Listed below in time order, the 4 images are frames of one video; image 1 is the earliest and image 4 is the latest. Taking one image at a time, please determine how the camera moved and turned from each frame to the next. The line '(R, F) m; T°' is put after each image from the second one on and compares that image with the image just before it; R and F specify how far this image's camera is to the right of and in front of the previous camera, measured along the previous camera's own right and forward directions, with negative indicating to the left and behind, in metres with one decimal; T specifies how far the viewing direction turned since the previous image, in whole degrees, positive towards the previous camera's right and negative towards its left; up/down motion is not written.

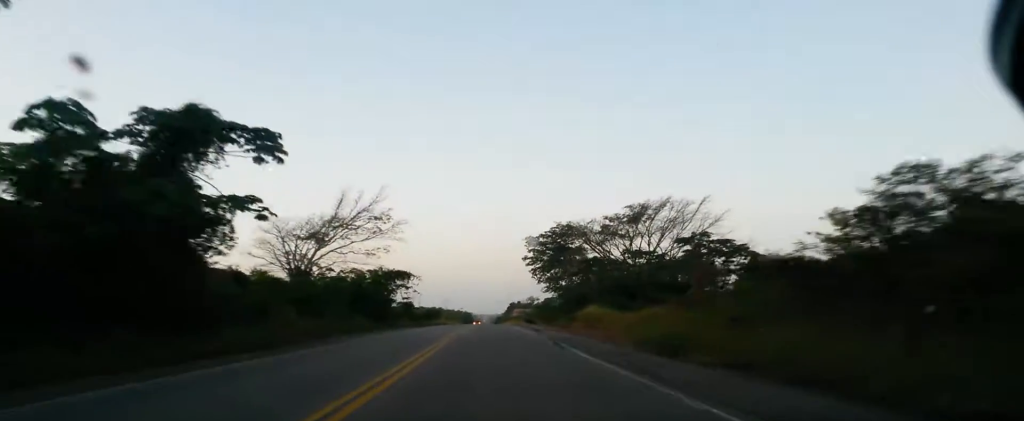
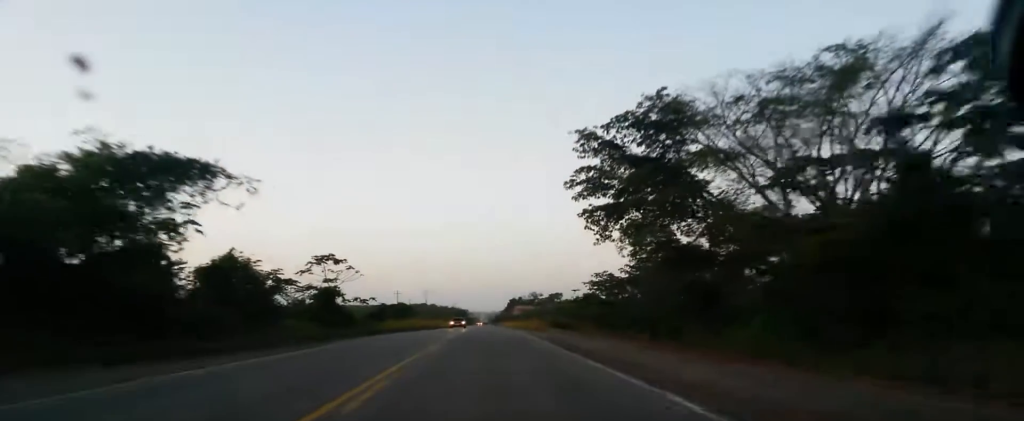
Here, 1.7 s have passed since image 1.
(-1.6, +54.7) m; -2°
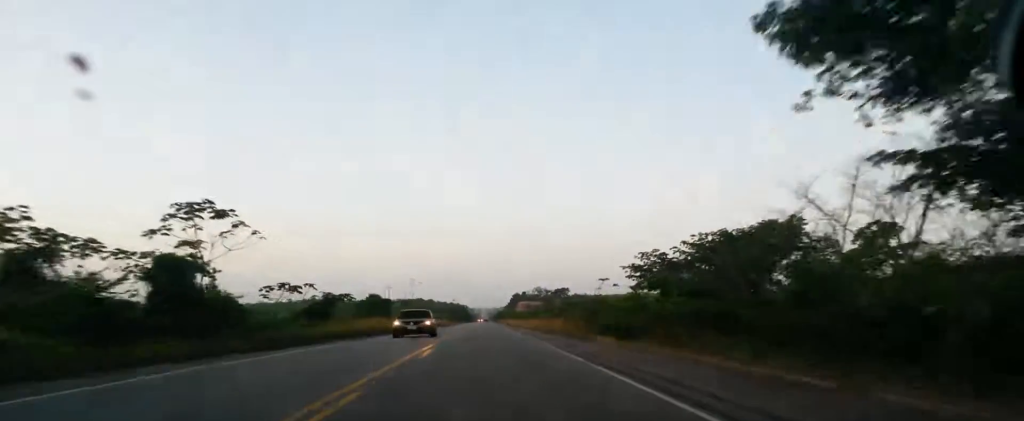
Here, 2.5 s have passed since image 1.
(0.0, +29.8) m; +1°
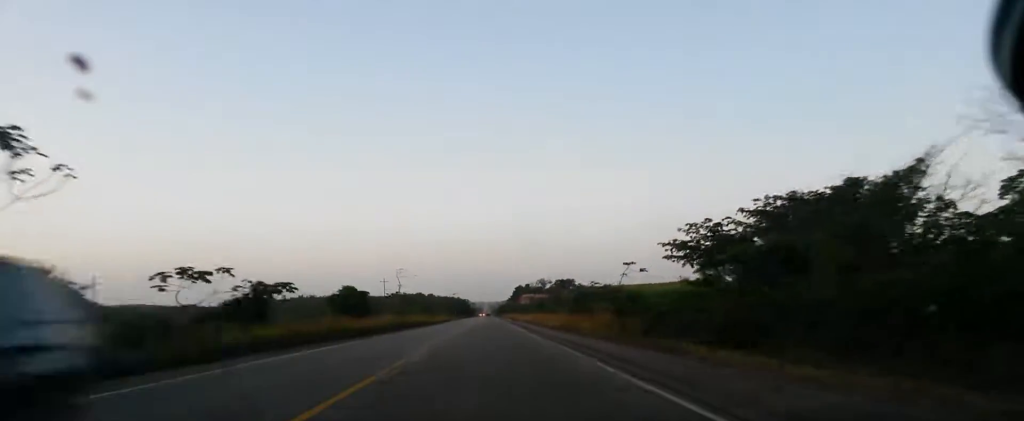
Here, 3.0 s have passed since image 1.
(-0.2, +17.2) m; +2°
